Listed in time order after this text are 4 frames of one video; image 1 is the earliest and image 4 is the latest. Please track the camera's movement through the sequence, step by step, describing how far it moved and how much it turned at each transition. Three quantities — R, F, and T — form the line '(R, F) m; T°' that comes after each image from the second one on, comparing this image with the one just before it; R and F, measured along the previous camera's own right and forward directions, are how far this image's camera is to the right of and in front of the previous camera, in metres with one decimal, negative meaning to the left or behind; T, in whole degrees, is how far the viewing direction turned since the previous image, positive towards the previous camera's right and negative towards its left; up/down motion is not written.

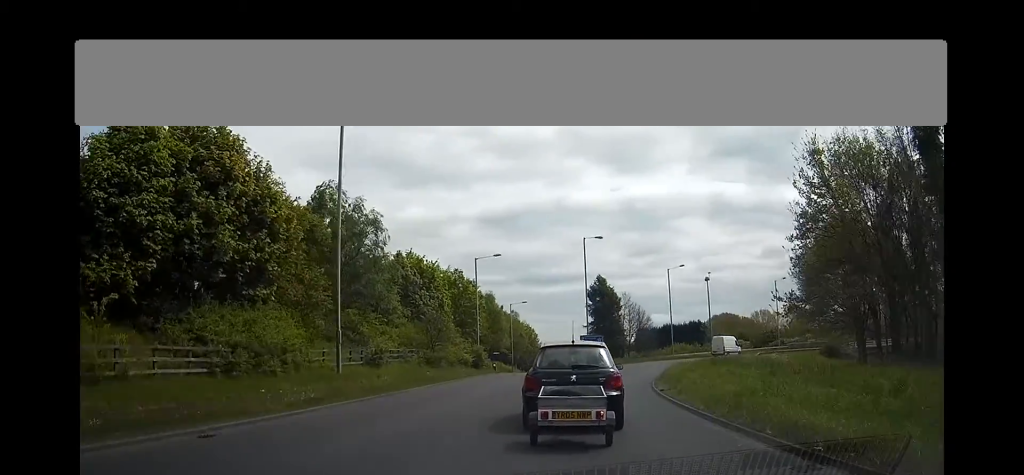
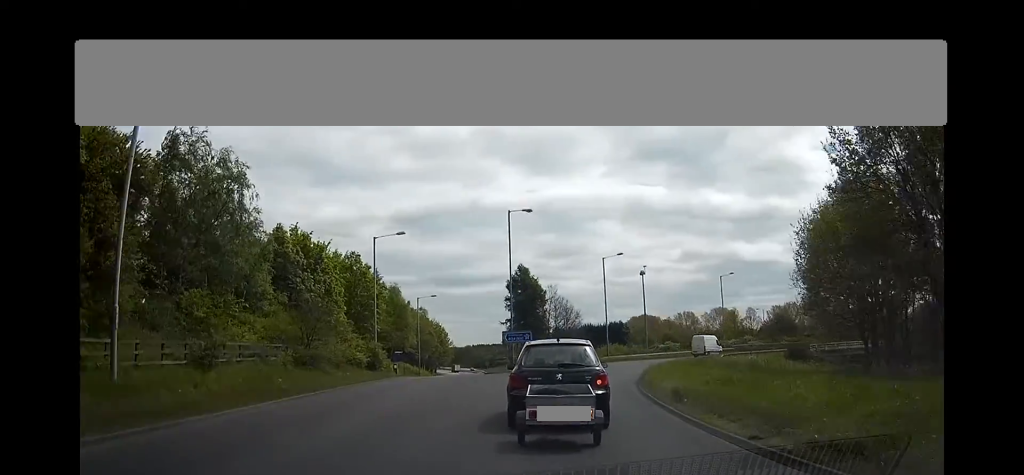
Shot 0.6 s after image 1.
(+1.9, +11.8) m; +6°
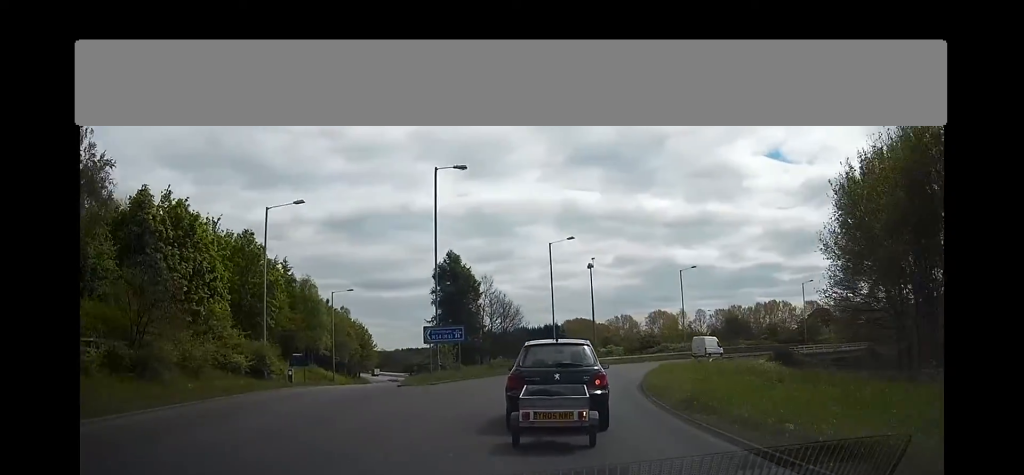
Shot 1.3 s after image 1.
(+0.7, +12.2) m; +6°
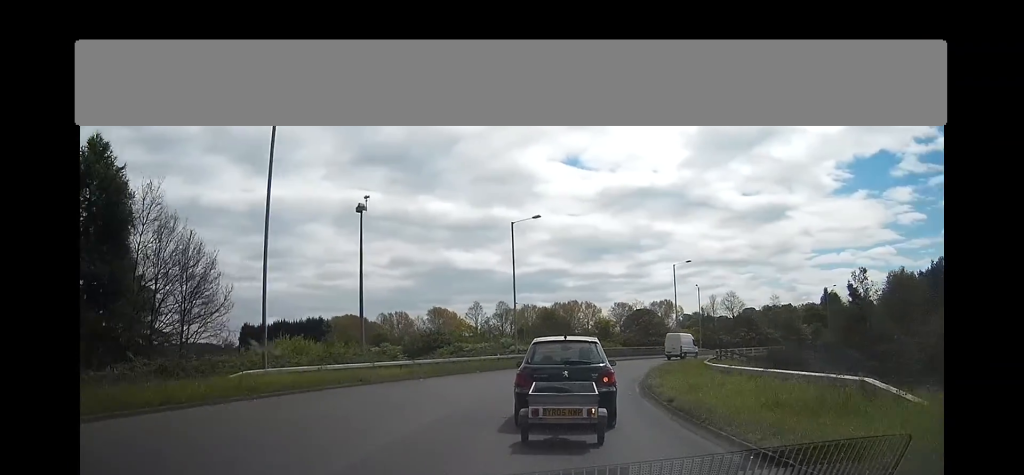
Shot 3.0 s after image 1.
(+5.1, +34.3) m; +21°
